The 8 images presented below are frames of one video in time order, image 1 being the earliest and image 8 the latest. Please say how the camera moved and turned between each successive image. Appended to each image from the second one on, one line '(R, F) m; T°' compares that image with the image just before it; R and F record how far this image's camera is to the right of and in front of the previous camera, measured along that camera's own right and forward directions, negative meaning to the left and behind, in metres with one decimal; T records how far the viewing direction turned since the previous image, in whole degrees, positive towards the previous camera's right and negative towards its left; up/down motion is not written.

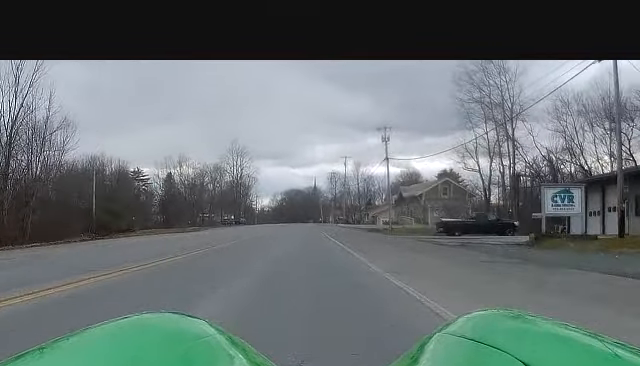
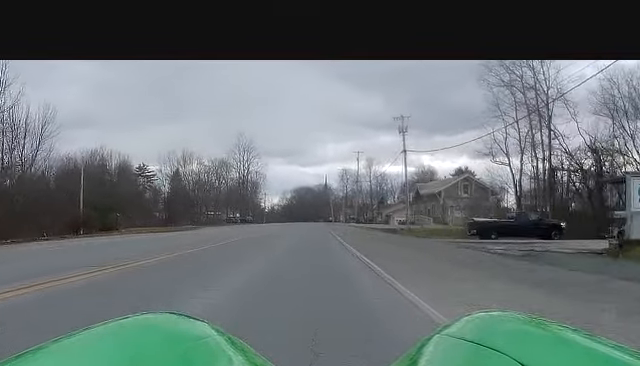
(-0.3, +10.4) m; 0°
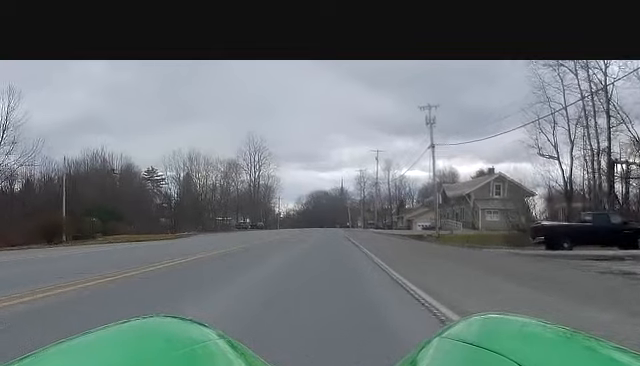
(+0.5, +12.9) m; -1°
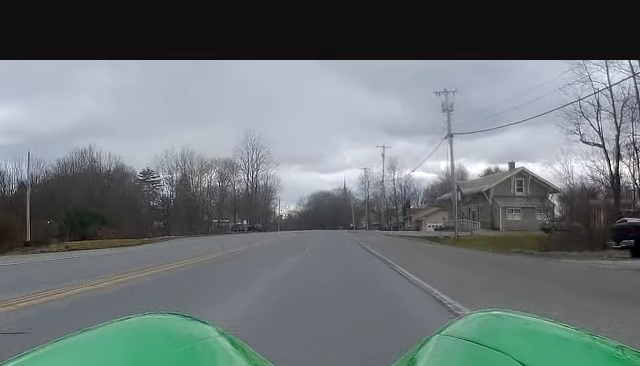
(-0.9, +11.8) m; 0°
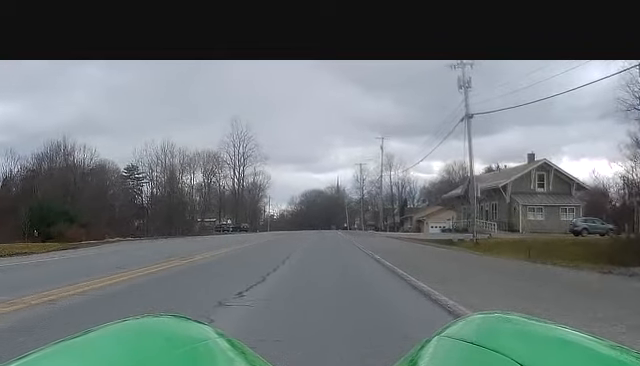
(+0.9, +13.8) m; +1°
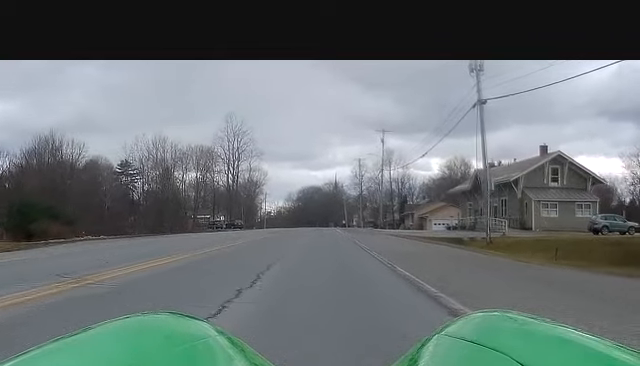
(-0.2, +6.4) m; -2°
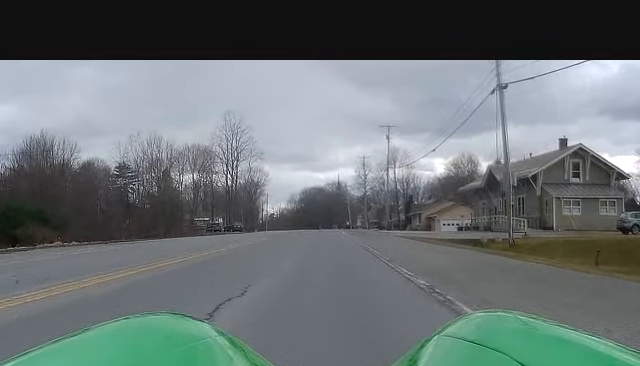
(-0.1, +6.6) m; 0°
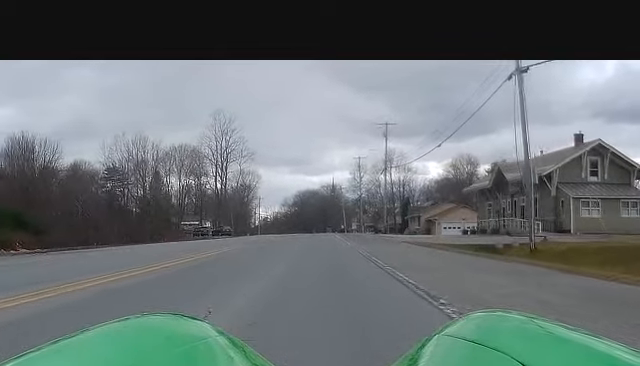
(0.0, +7.1) m; 0°
